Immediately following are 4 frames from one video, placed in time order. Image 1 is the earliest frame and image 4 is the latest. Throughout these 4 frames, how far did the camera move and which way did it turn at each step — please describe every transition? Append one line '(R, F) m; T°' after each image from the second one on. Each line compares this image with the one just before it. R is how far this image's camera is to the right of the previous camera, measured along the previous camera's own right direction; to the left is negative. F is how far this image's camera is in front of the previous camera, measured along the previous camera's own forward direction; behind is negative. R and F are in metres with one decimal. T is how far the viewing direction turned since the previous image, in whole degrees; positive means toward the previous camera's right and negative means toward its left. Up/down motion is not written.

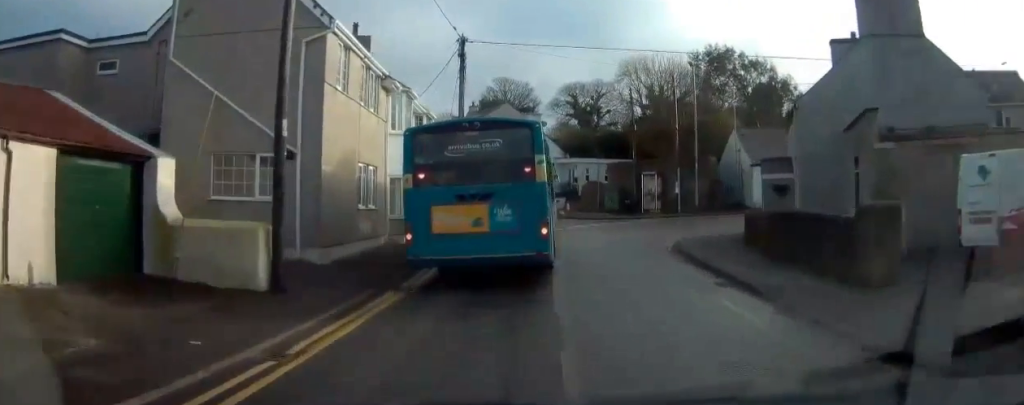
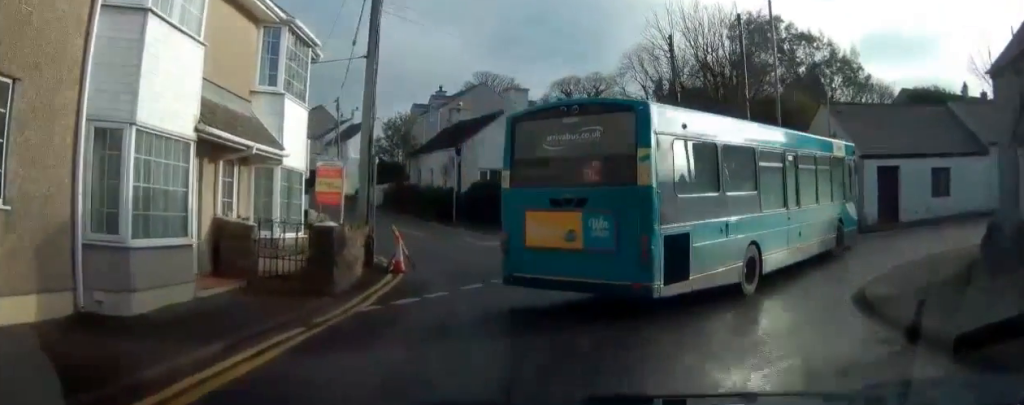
(+0.2, +15.8) m; +6°
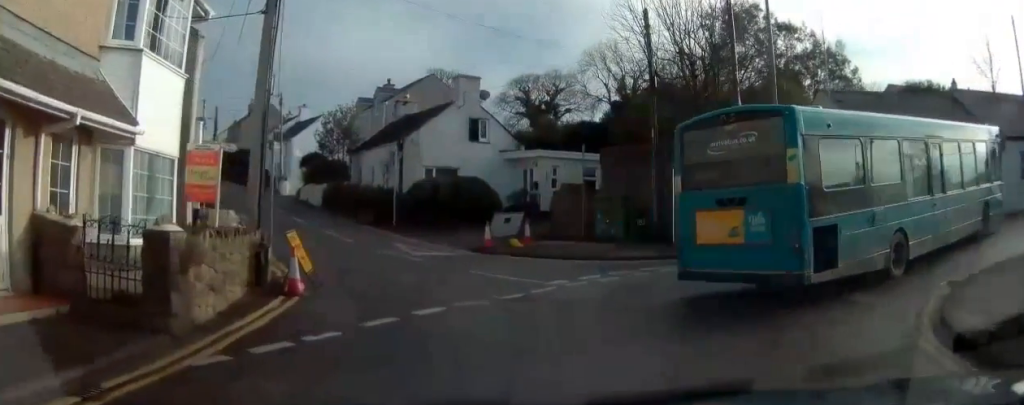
(+0.1, +4.1) m; +1°
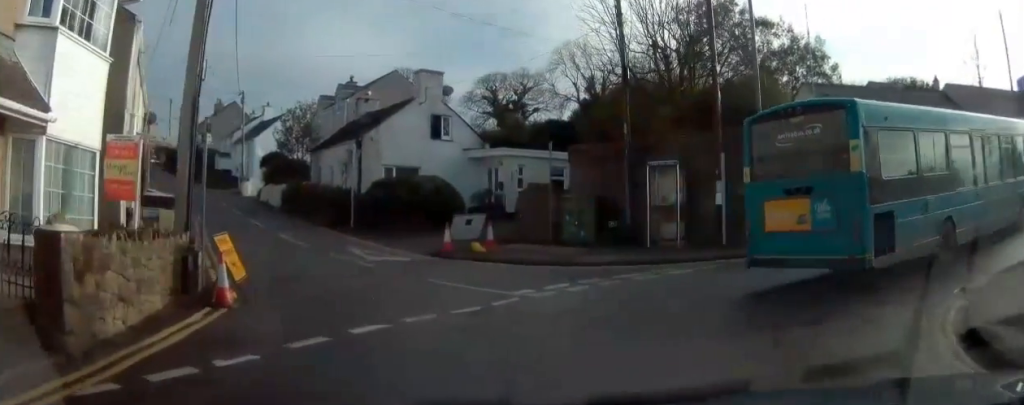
(0.0, +1.4) m; +5°
